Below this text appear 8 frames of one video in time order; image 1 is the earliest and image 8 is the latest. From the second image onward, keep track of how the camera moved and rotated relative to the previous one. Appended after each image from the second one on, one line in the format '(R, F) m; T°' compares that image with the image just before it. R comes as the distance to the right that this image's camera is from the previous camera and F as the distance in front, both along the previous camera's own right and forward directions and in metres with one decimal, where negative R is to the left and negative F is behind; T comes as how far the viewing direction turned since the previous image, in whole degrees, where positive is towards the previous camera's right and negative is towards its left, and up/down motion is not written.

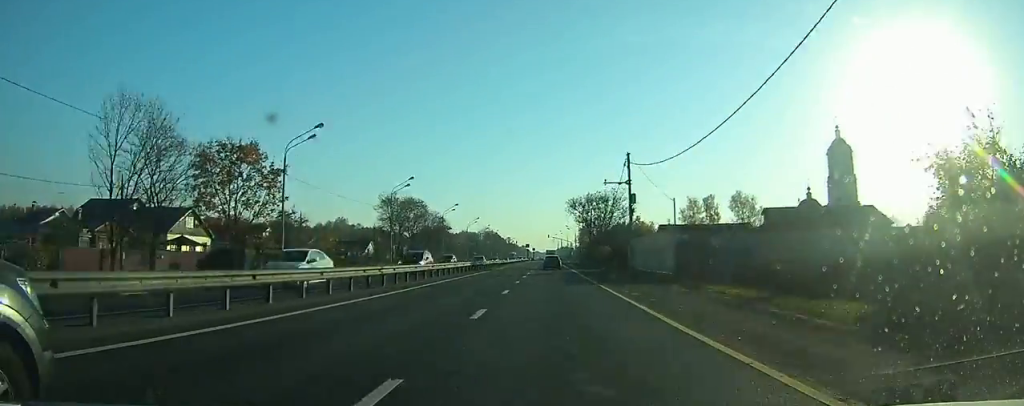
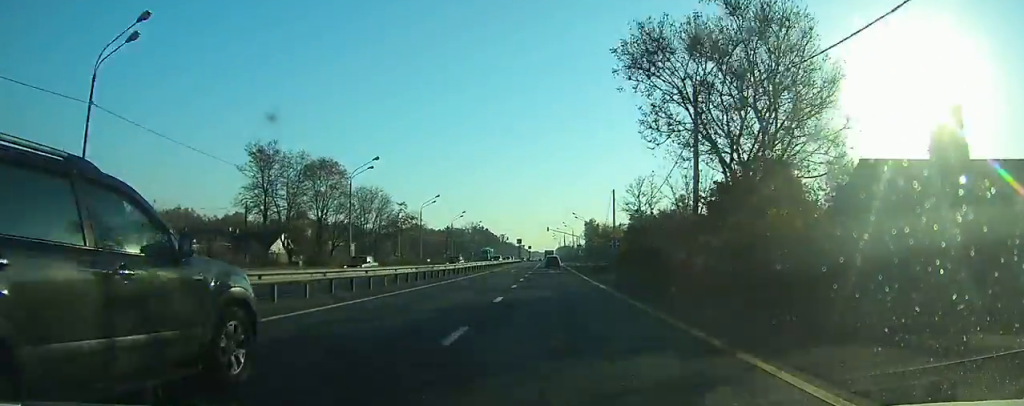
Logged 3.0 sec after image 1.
(+0.4, +51.6) m; 0°
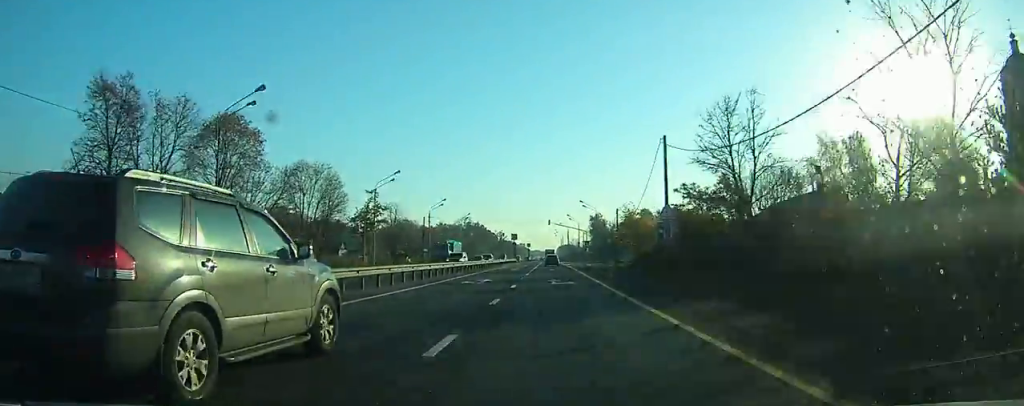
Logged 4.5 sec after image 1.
(0.0, +25.0) m; 0°
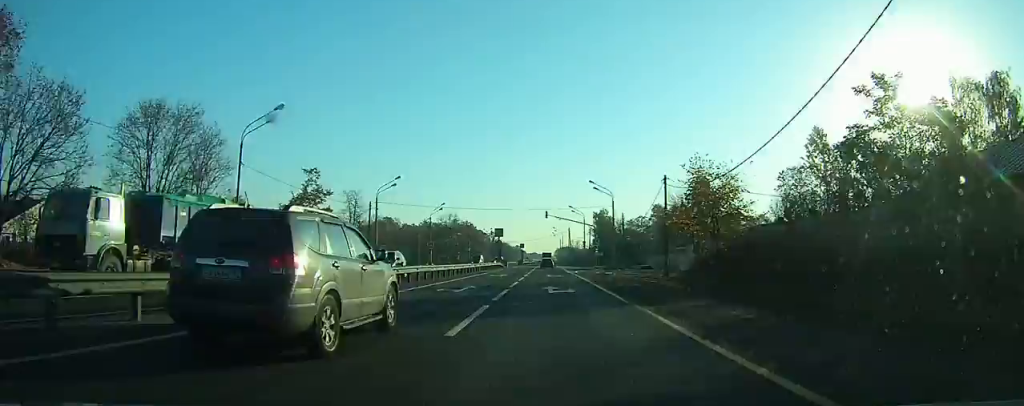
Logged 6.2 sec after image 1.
(0.0, +29.6) m; 0°
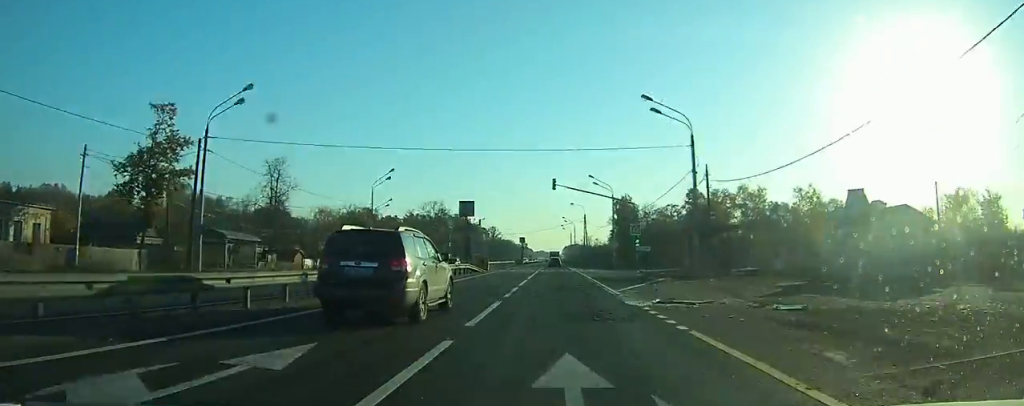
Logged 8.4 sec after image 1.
(0.0, +37.8) m; 0°
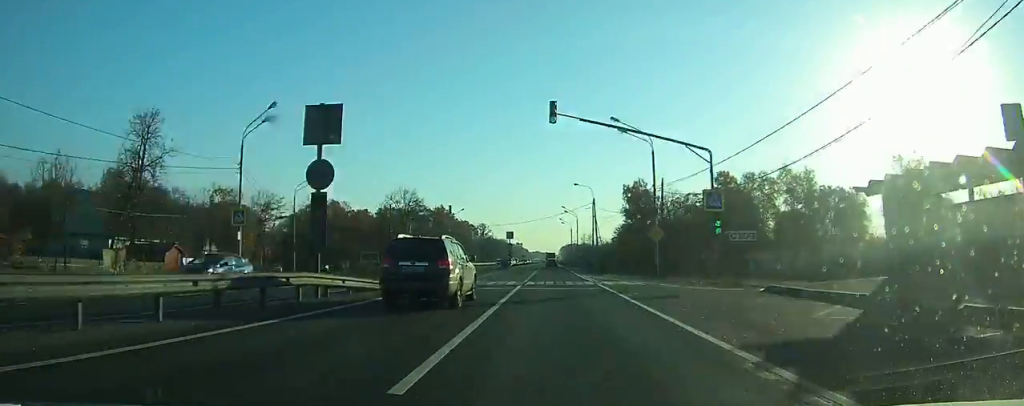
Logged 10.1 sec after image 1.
(0.0, +28.9) m; 0°
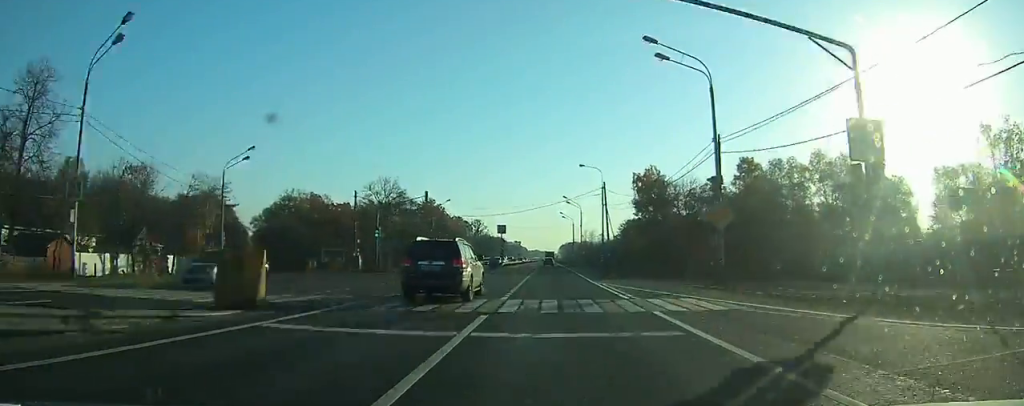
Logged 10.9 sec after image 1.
(-0.1, +15.1) m; 0°
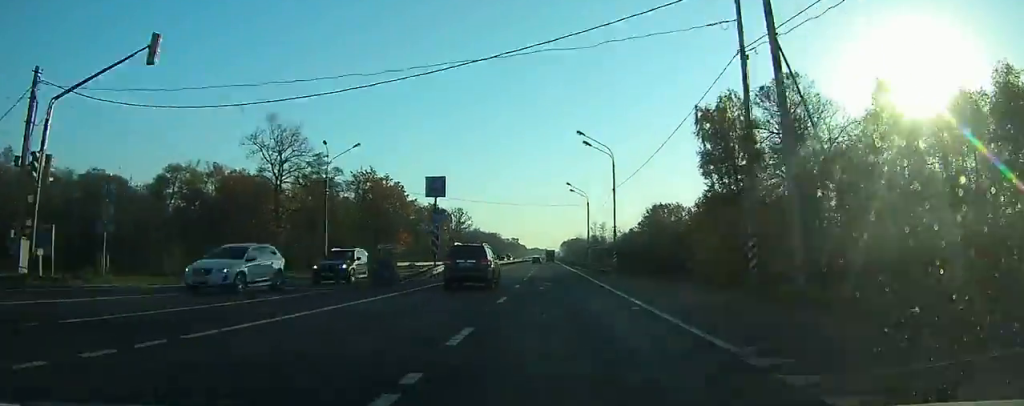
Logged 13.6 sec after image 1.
(0.0, +46.9) m; 0°
